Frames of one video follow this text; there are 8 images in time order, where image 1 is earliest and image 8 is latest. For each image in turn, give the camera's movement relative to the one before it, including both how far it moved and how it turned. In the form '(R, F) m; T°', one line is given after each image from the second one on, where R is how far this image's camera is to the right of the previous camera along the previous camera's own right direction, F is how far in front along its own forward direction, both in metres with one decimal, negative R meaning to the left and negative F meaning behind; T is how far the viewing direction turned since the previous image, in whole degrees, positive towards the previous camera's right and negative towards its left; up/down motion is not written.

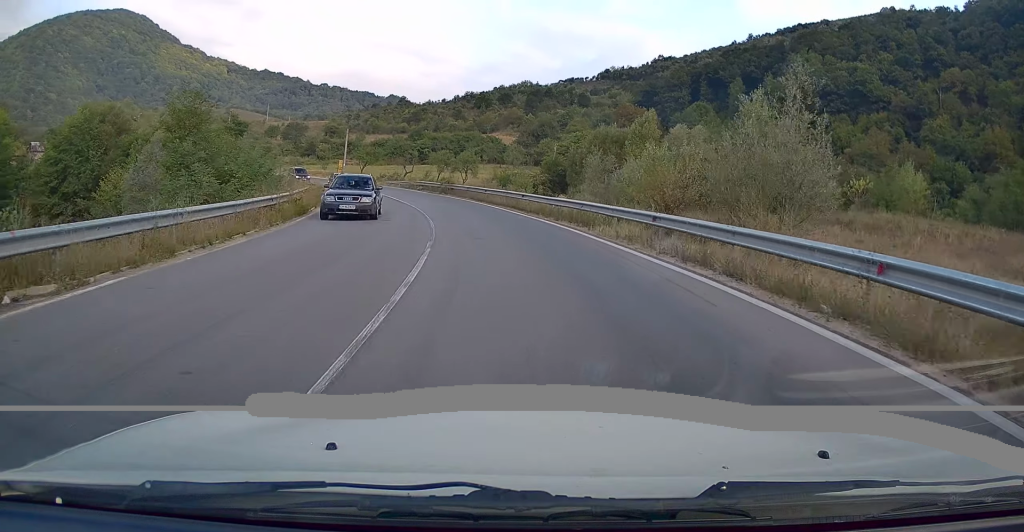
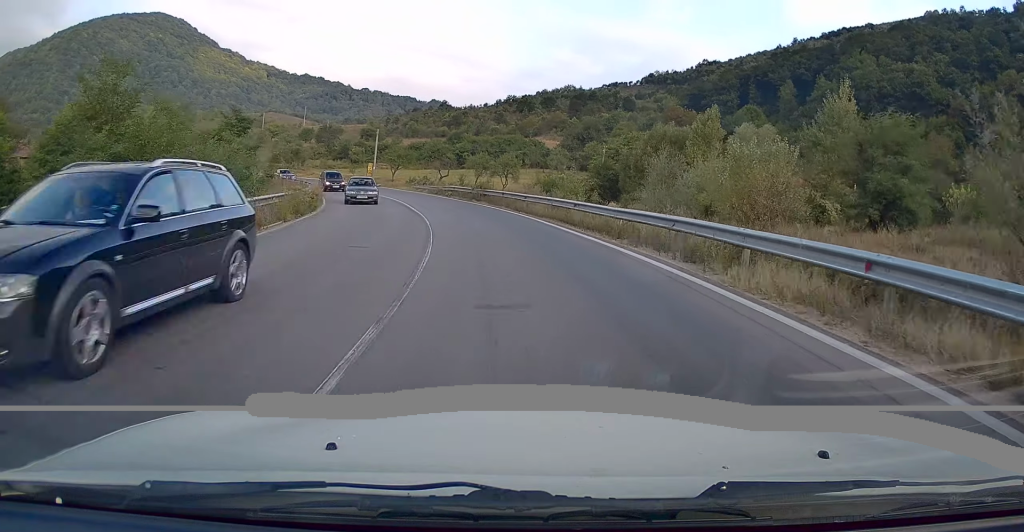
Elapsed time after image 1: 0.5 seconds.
(+0.1, +8.2) m; -5°
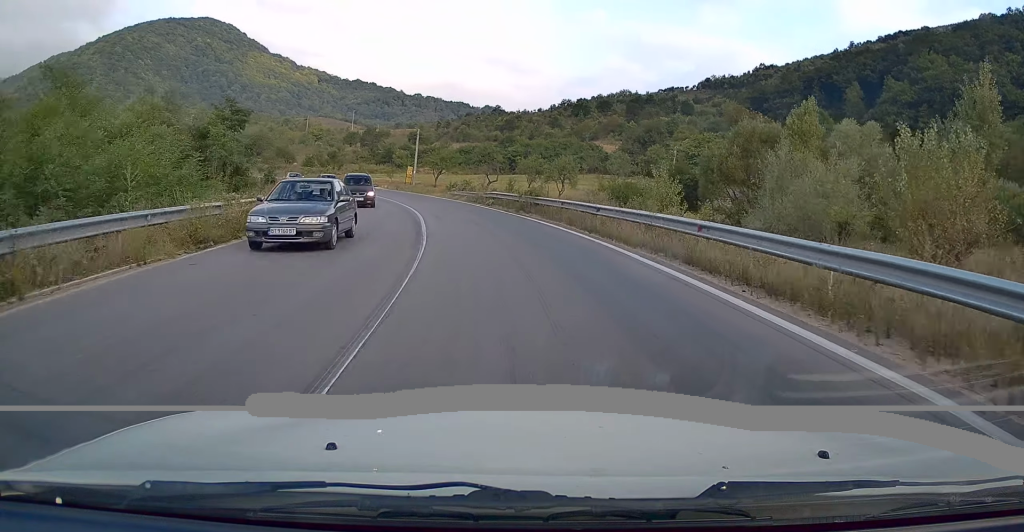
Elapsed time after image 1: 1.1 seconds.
(-0.9, +10.2) m; -5°
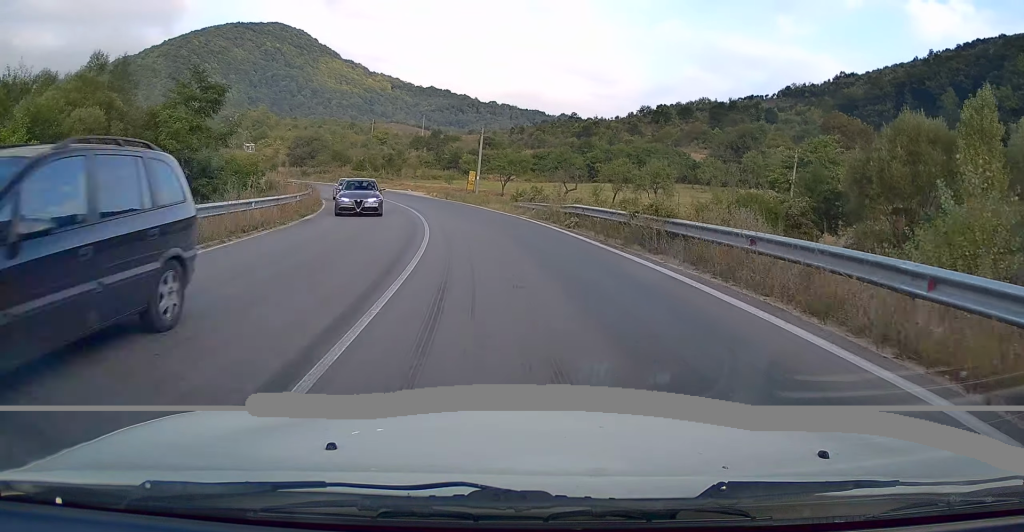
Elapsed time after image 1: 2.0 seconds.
(-0.8, +13.6) m; -6°
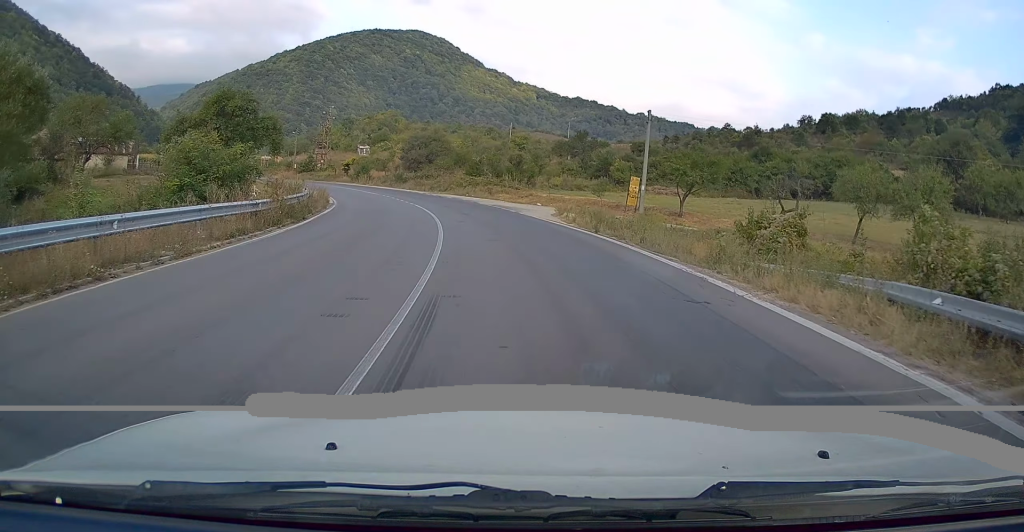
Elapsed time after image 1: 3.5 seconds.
(-2.2, +25.3) m; -12°
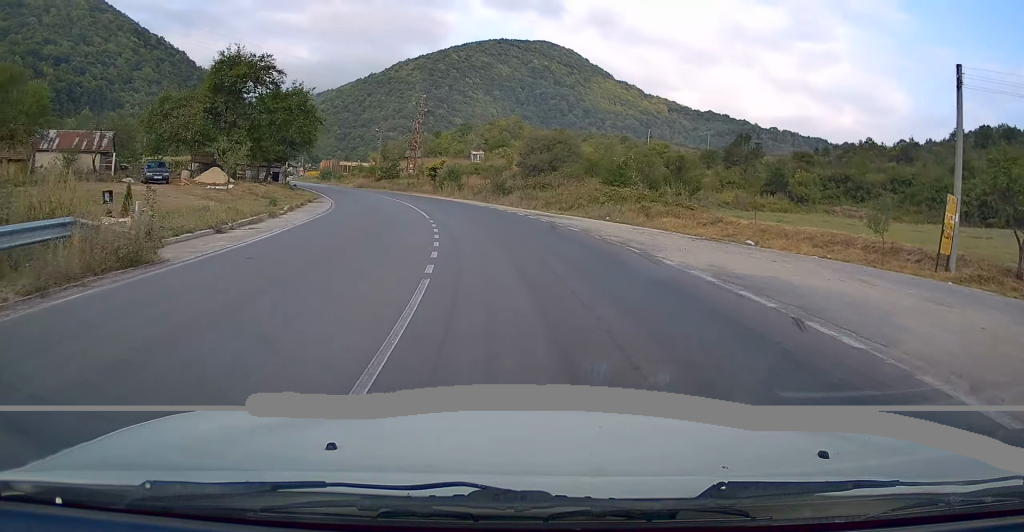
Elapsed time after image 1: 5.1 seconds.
(-2.7, +24.9) m; -12°
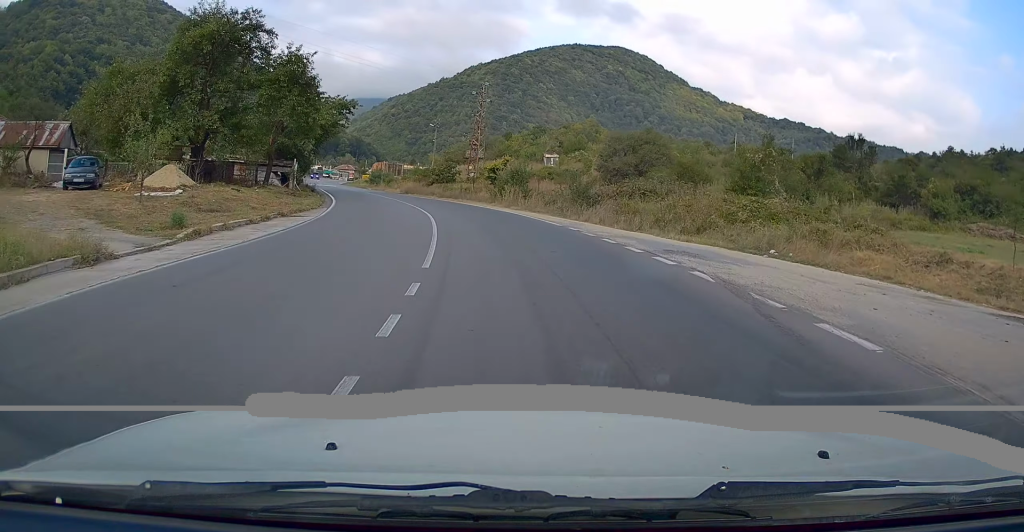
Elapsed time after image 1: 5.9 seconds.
(-0.8, +14.1) m; -7°
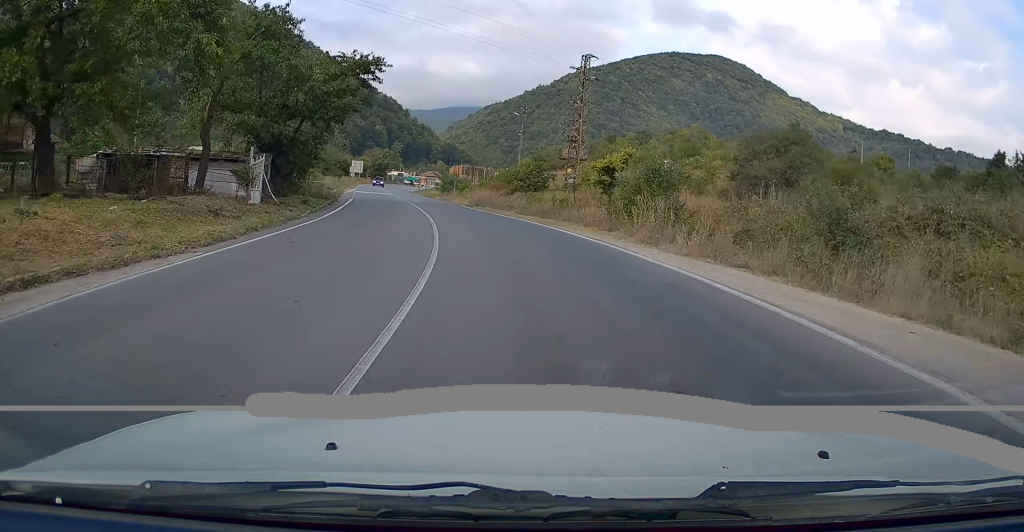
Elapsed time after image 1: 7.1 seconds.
(-1.6, +19.3) m; -9°
